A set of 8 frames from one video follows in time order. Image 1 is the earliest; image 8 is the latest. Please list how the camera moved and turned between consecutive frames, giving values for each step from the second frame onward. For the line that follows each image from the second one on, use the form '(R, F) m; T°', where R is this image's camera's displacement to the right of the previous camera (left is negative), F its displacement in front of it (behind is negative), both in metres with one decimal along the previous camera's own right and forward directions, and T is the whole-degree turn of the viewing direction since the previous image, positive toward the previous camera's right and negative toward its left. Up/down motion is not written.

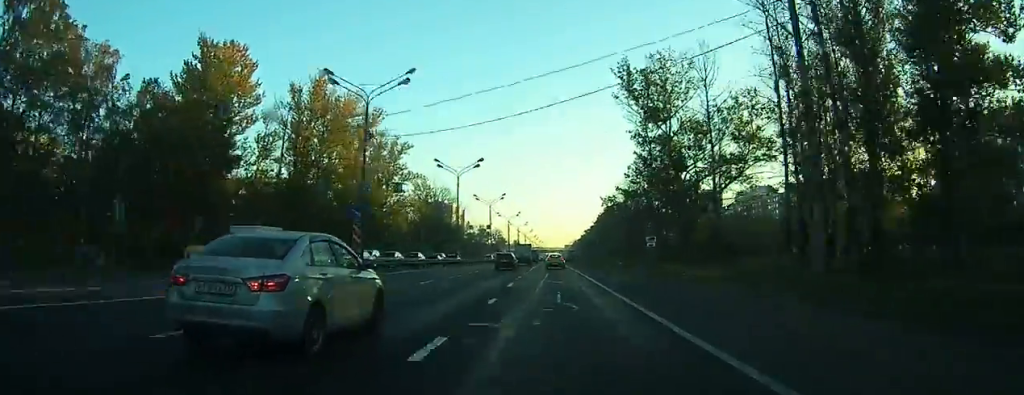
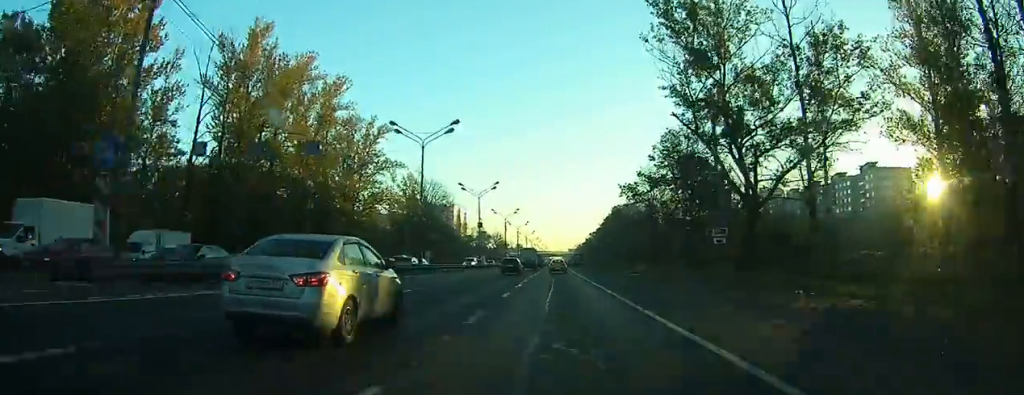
(0.0, +19.3) m; 0°
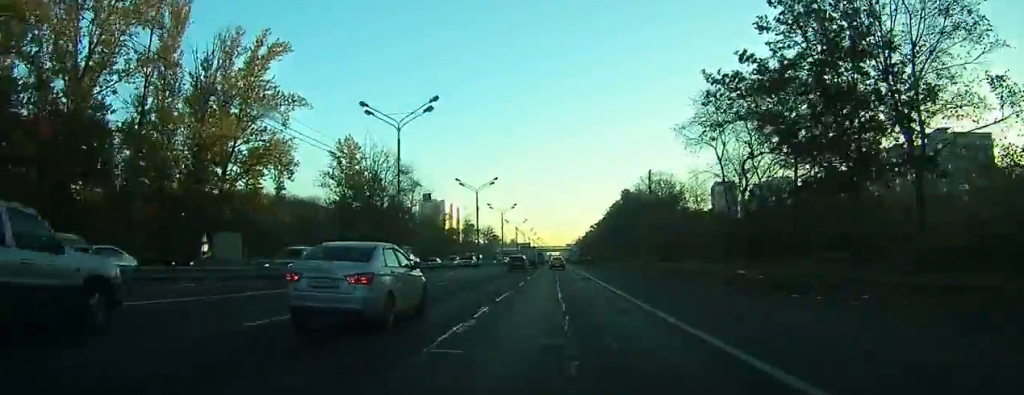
(+0.3, +38.5) m; 0°
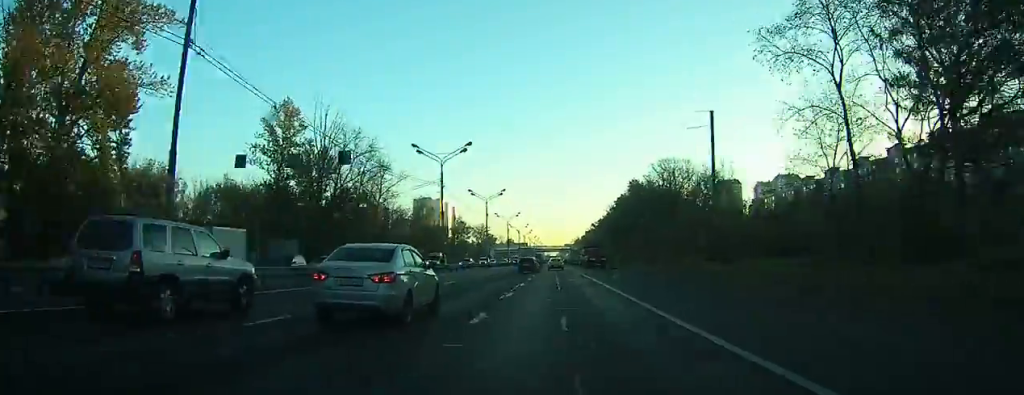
(0.0, +22.5) m; 0°
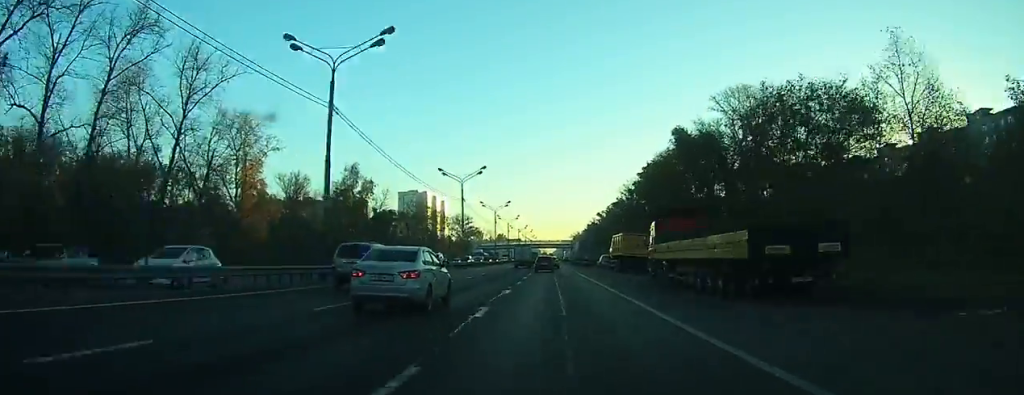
(+0.3, +59.7) m; +1°
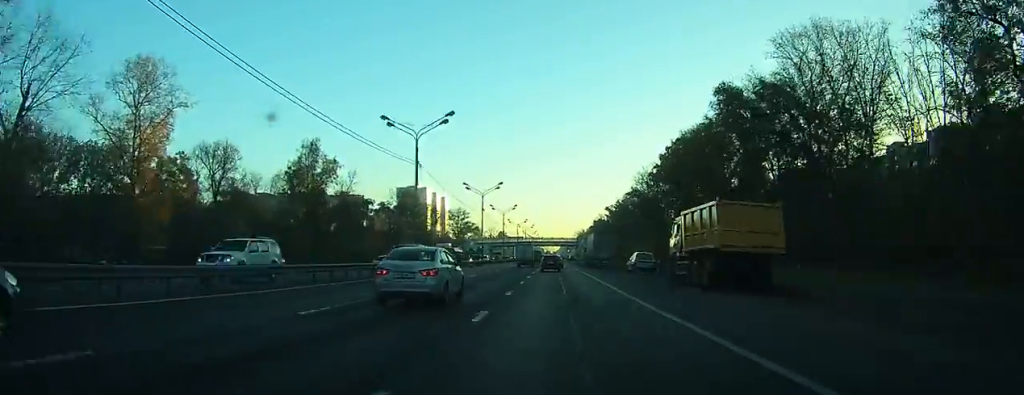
(+0.1, +25.3) m; 0°
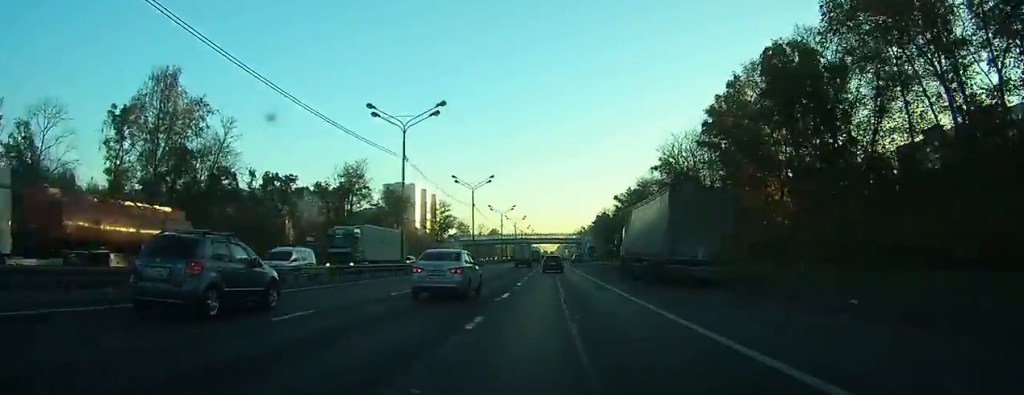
(-0.1, +46.5) m; -1°
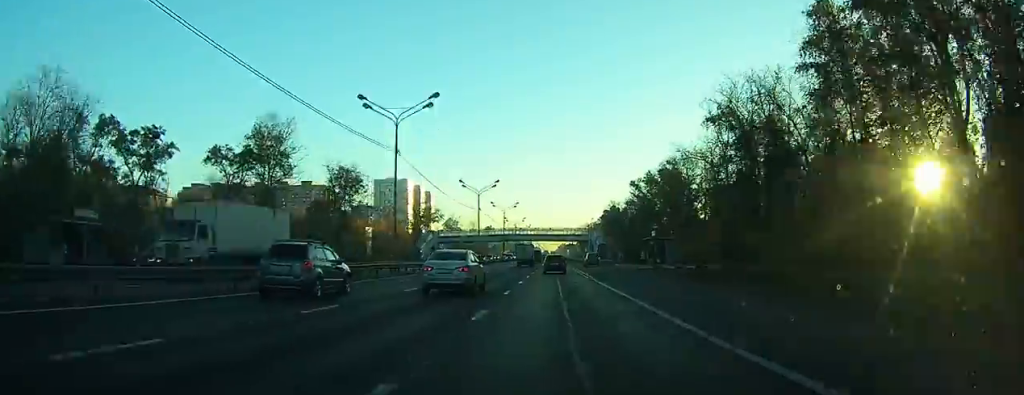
(-0.2, +40.7) m; 0°
